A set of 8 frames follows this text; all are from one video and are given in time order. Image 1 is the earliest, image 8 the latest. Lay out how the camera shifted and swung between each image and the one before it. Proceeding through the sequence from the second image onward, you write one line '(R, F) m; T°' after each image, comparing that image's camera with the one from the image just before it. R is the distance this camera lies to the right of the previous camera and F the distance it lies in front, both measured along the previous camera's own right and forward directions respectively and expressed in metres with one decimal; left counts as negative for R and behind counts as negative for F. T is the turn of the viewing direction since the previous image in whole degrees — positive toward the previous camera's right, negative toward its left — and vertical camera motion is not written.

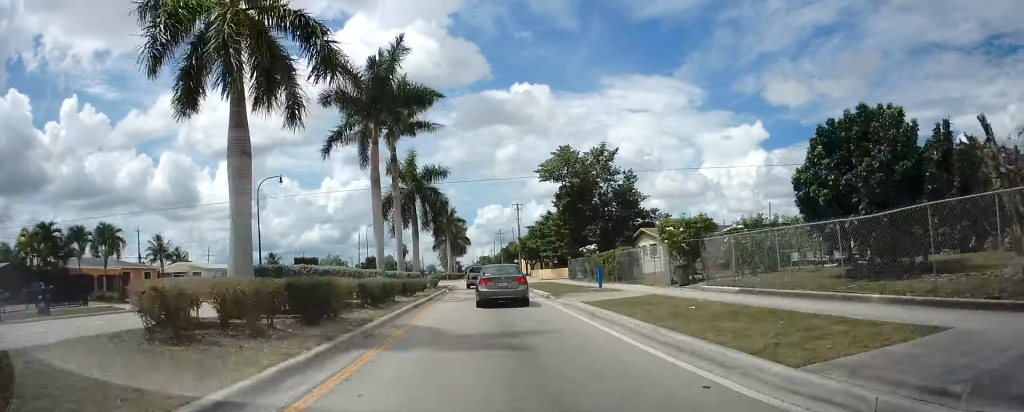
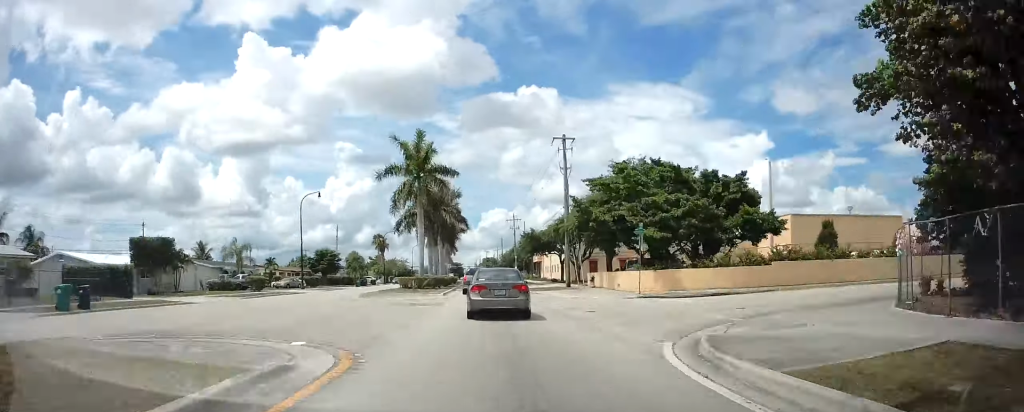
(+0.6, +37.6) m; +1°
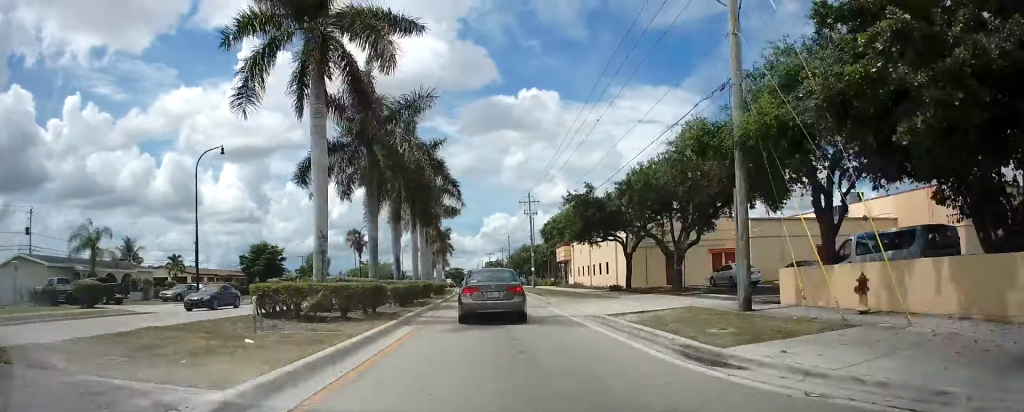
(0.0, +25.8) m; 0°
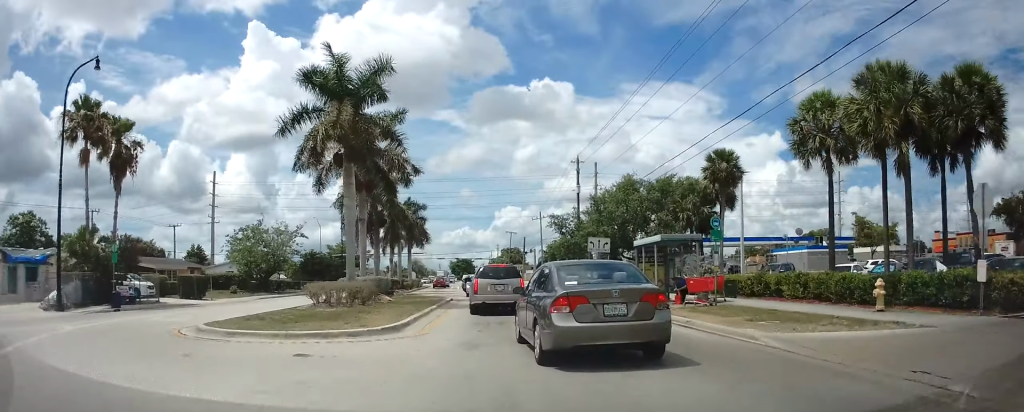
(-0.1, +61.5) m; -1°
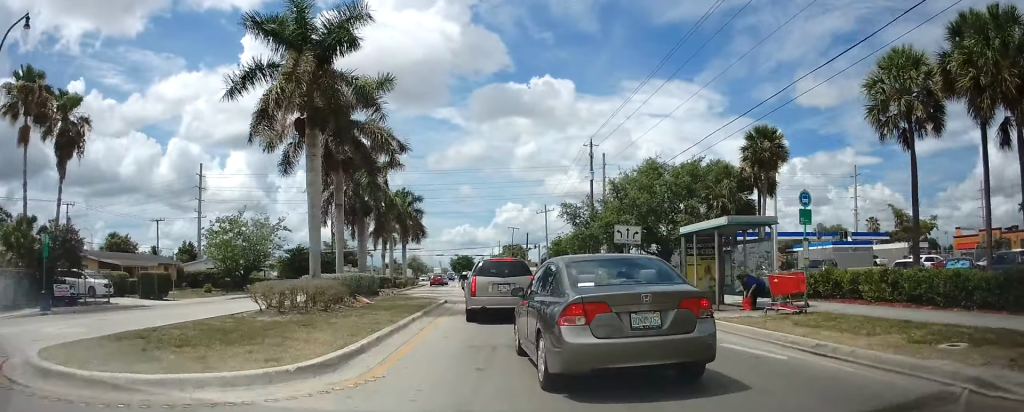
(0.0, +7.3) m; -1°
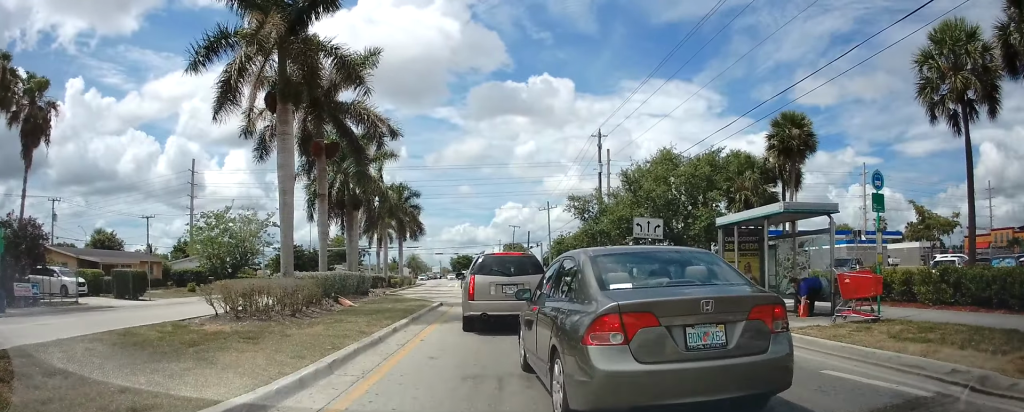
(-0.2, +6.6) m; -3°
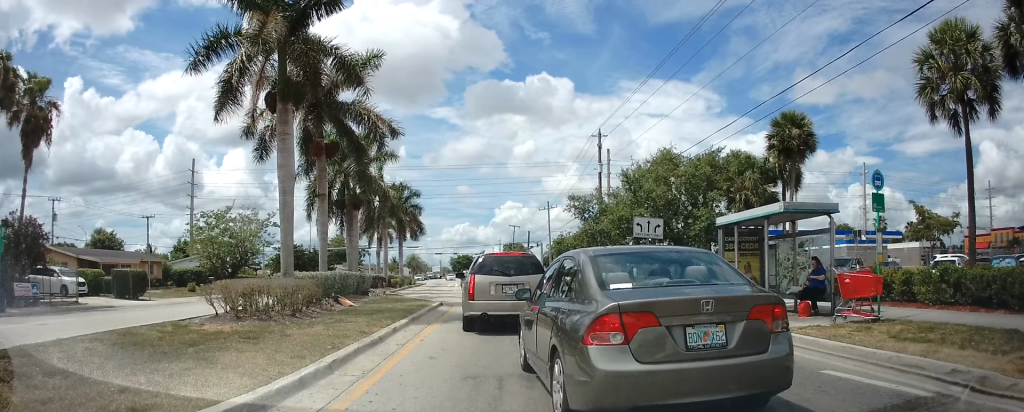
(-0.1, +2.3) m; -2°
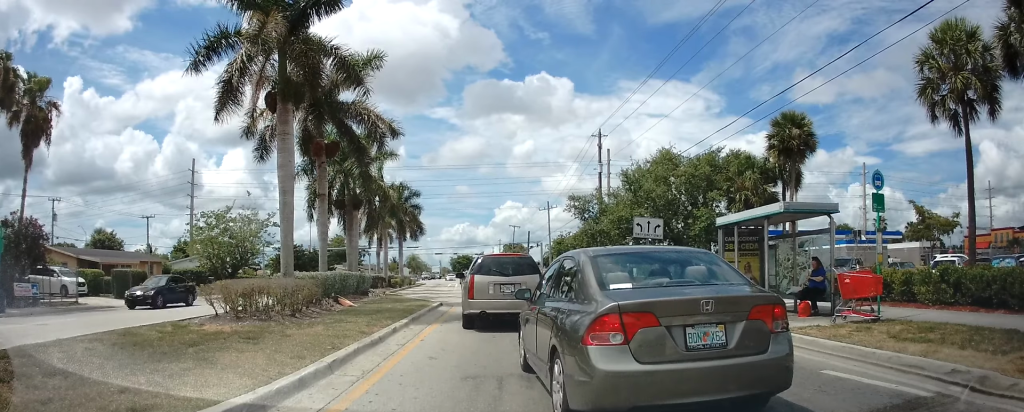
(0.0, +1.5) m; 0°
